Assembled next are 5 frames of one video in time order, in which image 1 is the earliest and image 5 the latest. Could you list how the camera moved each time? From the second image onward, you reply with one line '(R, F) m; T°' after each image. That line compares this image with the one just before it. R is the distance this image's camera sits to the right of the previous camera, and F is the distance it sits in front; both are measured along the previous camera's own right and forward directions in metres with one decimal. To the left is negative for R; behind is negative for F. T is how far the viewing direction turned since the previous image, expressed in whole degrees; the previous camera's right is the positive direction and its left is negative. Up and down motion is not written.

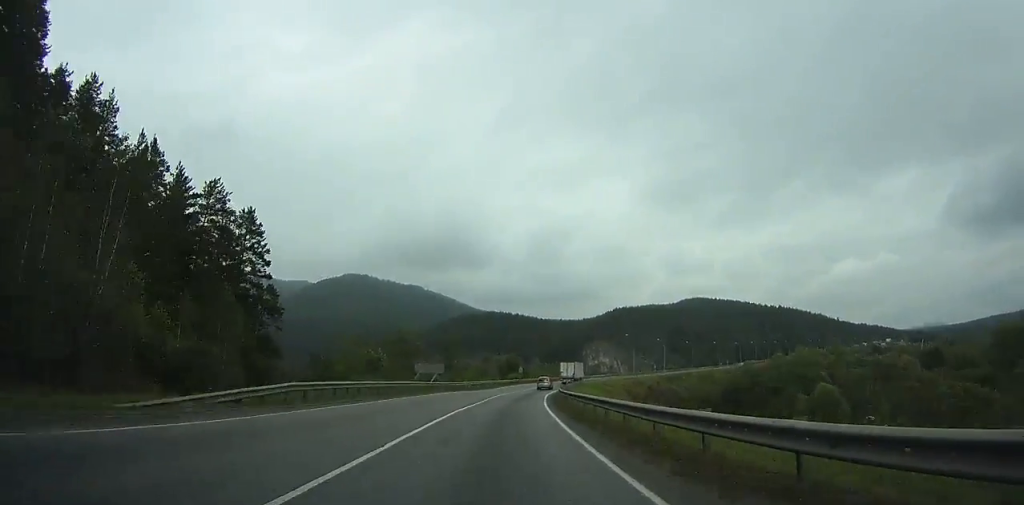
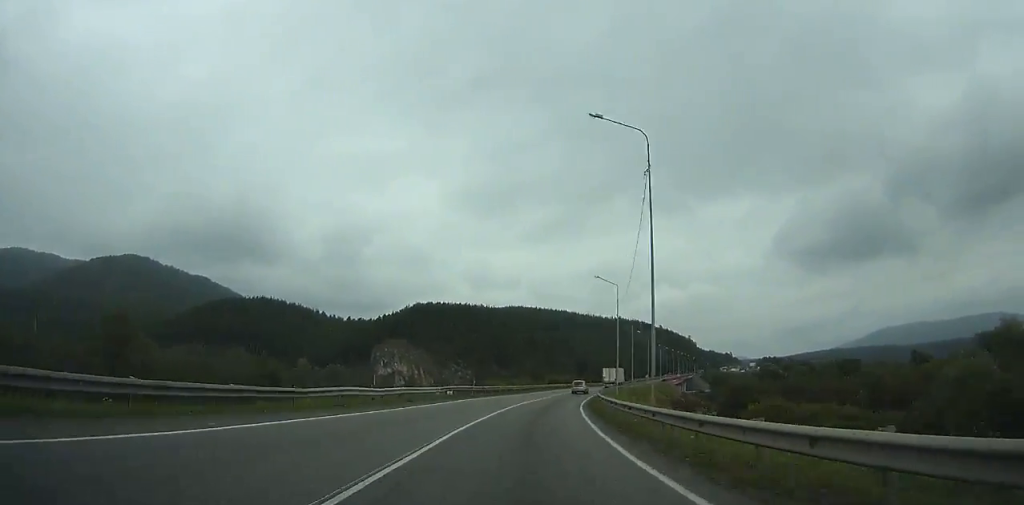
(+21.1, +149.0) m; +19°
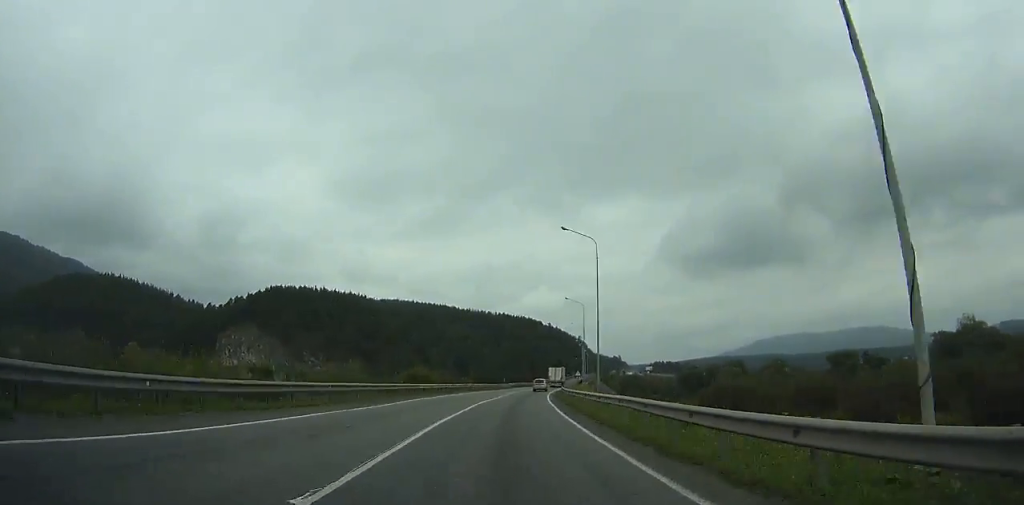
(+4.2, +55.7) m; +8°
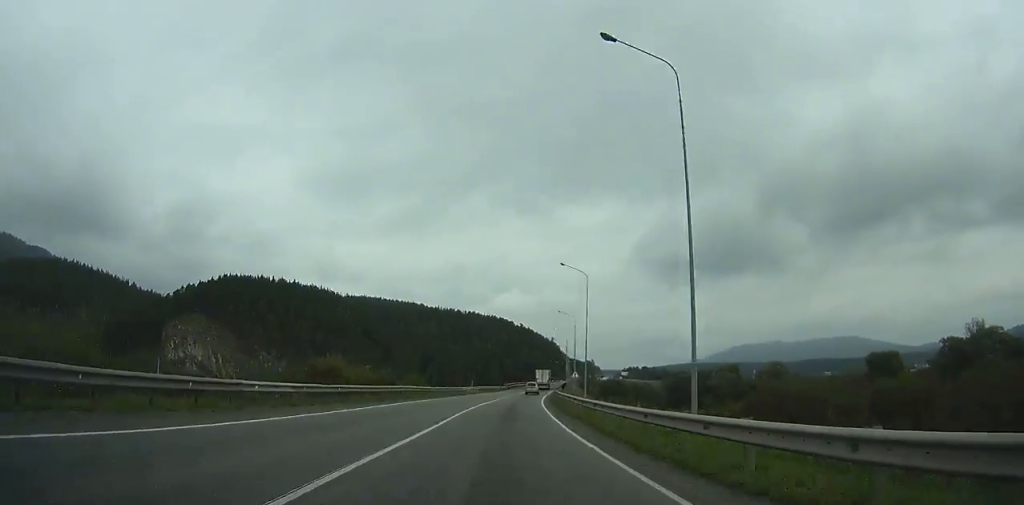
(+0.6, +25.9) m; +4°
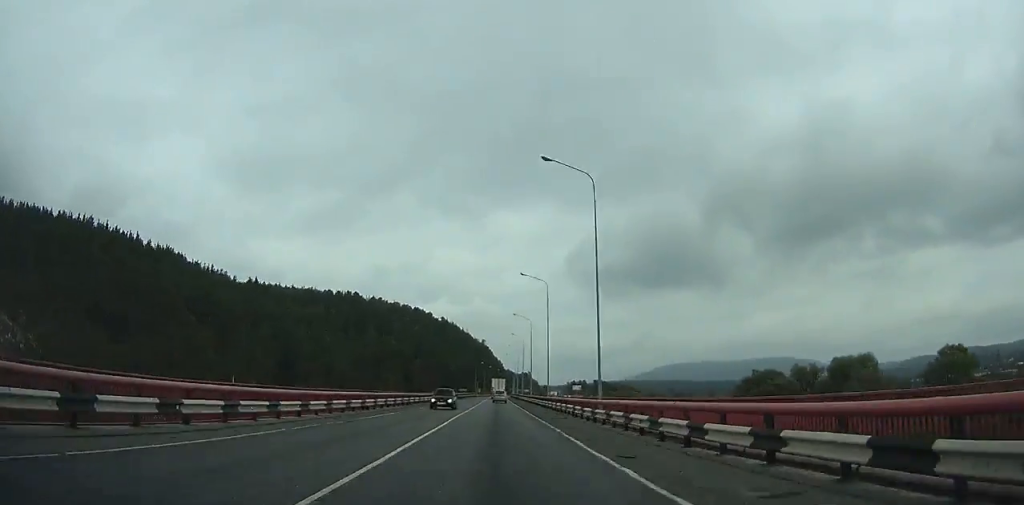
(+12.8, +121.7) m; +8°
